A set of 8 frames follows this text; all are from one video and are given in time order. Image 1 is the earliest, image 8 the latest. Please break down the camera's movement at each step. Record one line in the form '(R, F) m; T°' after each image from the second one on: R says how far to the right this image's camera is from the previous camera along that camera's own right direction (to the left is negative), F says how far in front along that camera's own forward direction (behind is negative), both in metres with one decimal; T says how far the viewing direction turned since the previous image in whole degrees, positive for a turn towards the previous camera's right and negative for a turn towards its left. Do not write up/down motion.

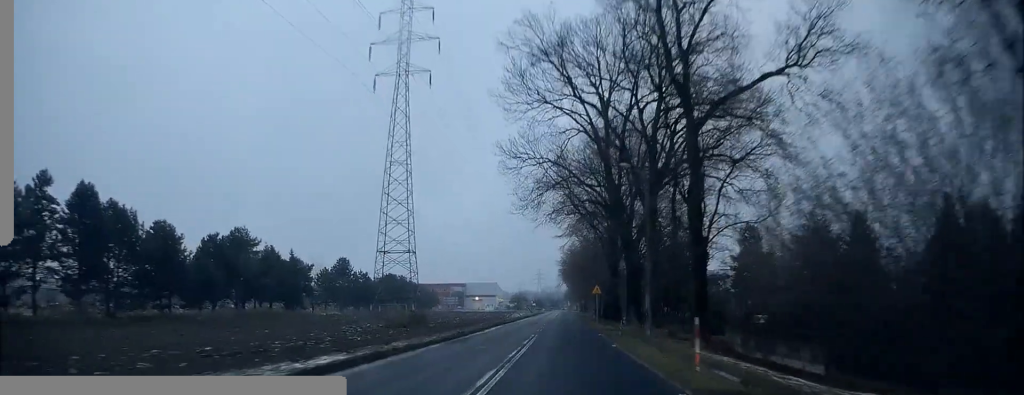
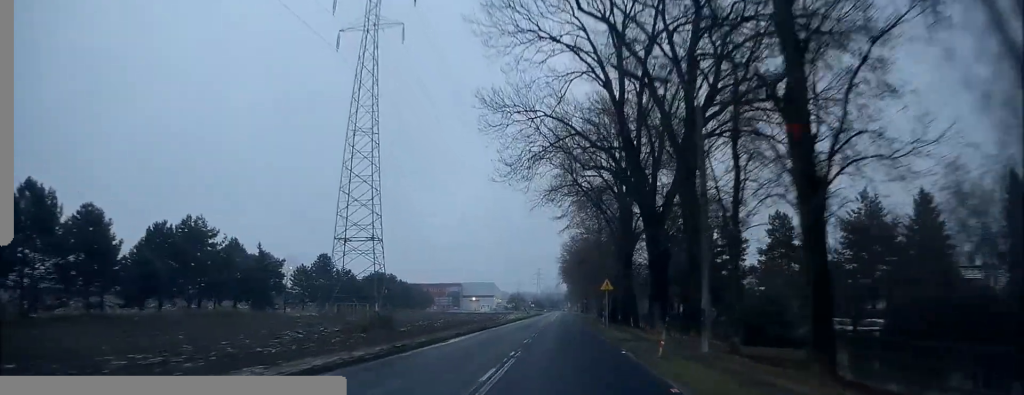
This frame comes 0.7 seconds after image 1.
(+0.2, +11.6) m; +1°
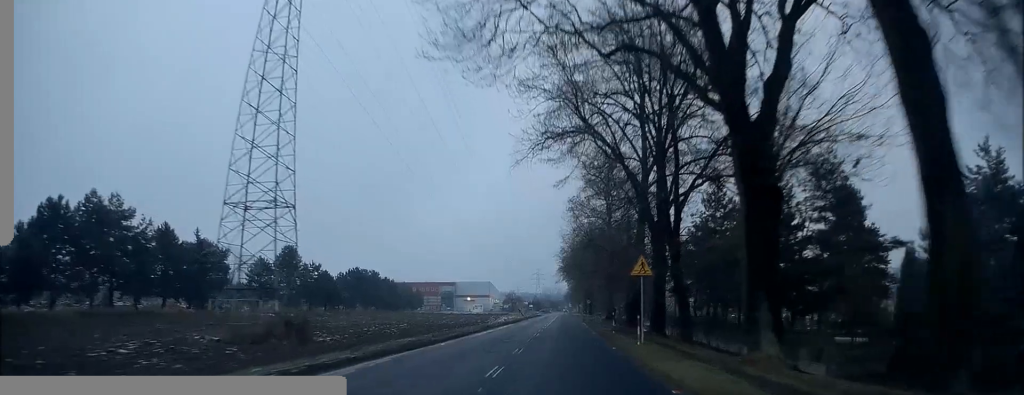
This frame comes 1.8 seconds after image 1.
(-0.1, +17.3) m; -1°
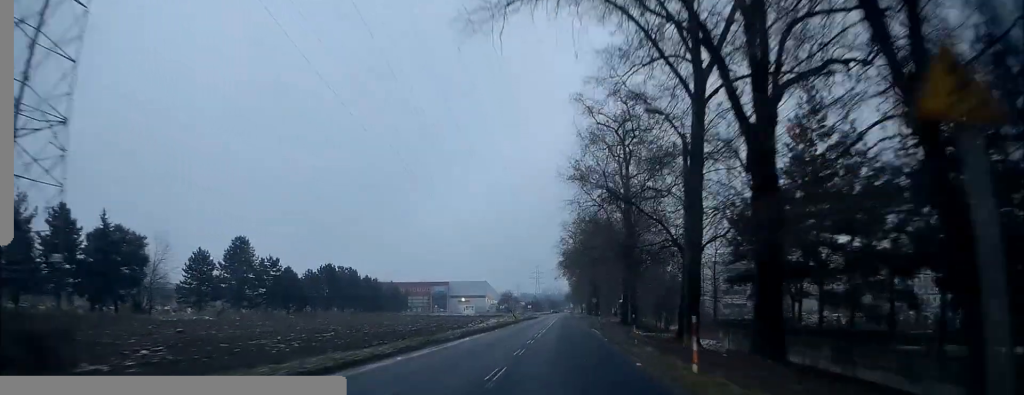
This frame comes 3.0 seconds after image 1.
(-0.1, +18.2) m; 0°
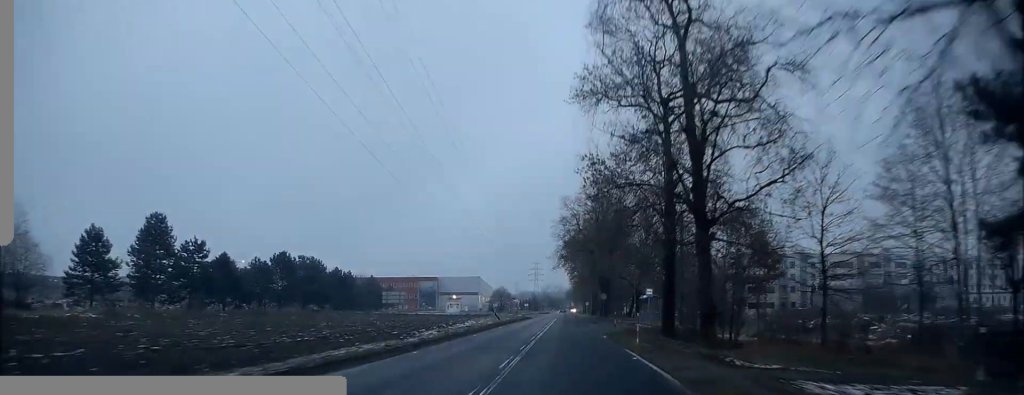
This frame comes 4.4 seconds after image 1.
(-0.1, +22.3) m; 0°
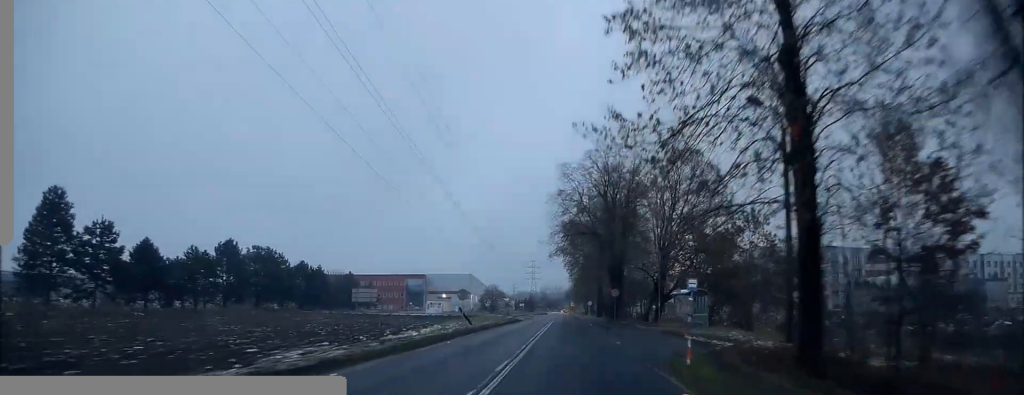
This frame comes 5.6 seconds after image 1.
(+0.4, +18.6) m; +1°
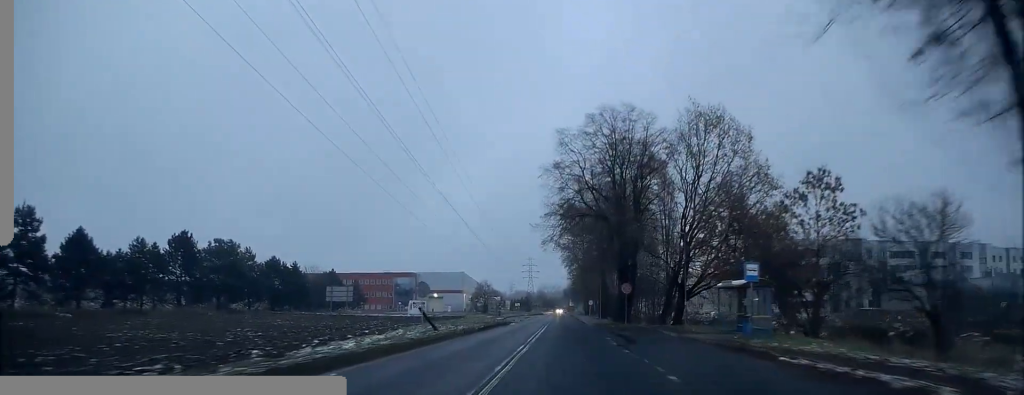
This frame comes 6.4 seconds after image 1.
(0.0, +11.9) m; -1°
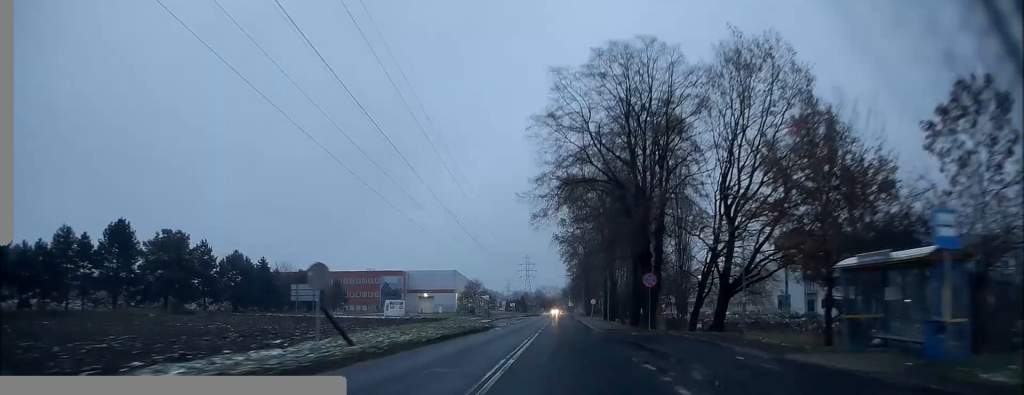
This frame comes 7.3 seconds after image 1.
(-0.3, +13.4) m; 0°
